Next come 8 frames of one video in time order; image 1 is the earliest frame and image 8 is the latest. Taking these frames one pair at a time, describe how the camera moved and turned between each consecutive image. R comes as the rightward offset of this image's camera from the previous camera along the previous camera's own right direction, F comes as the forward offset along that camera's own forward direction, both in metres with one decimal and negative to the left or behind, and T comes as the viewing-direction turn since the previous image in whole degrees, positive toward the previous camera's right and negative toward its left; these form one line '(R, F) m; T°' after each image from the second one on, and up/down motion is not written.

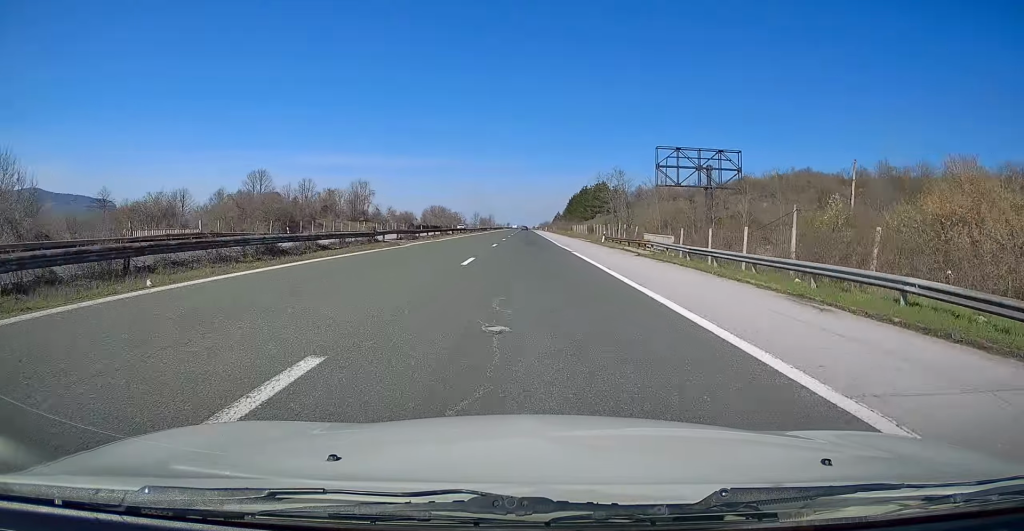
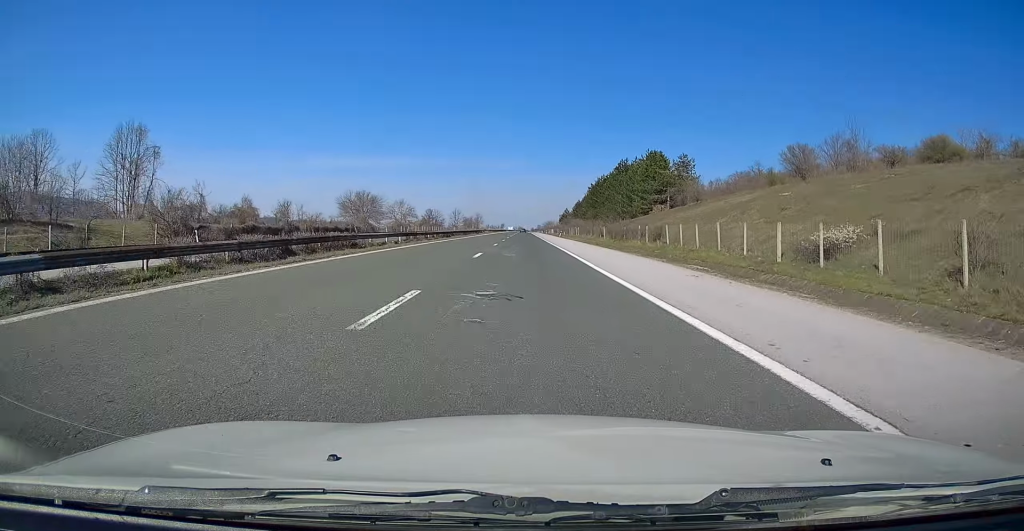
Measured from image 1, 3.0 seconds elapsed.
(+0.8, +90.5) m; 0°
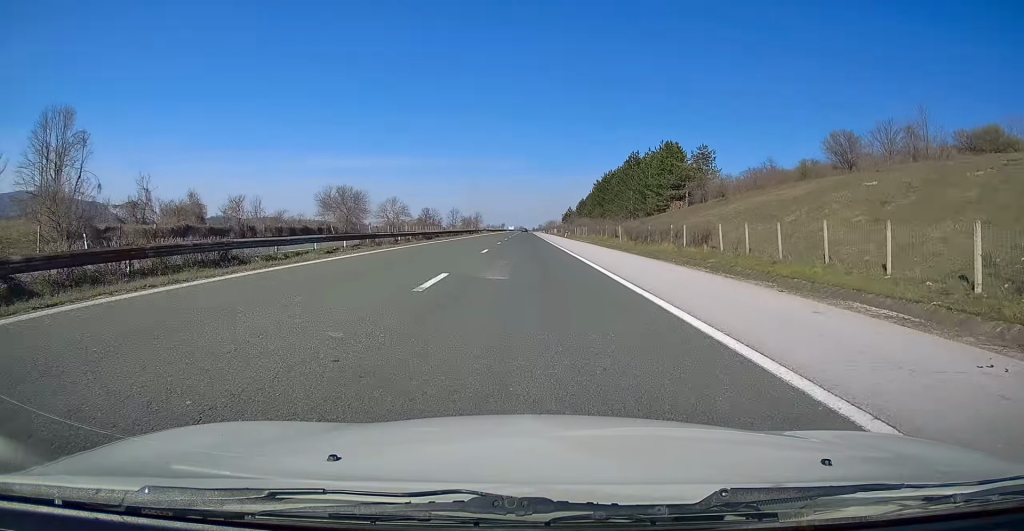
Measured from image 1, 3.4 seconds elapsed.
(0.0, +12.1) m; 0°
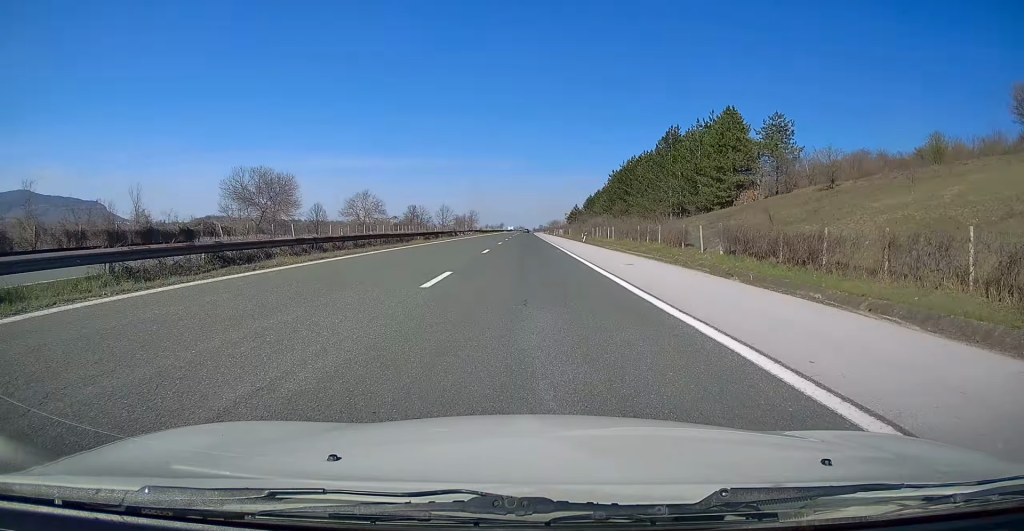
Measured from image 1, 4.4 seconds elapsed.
(-0.3, +31.2) m; 0°
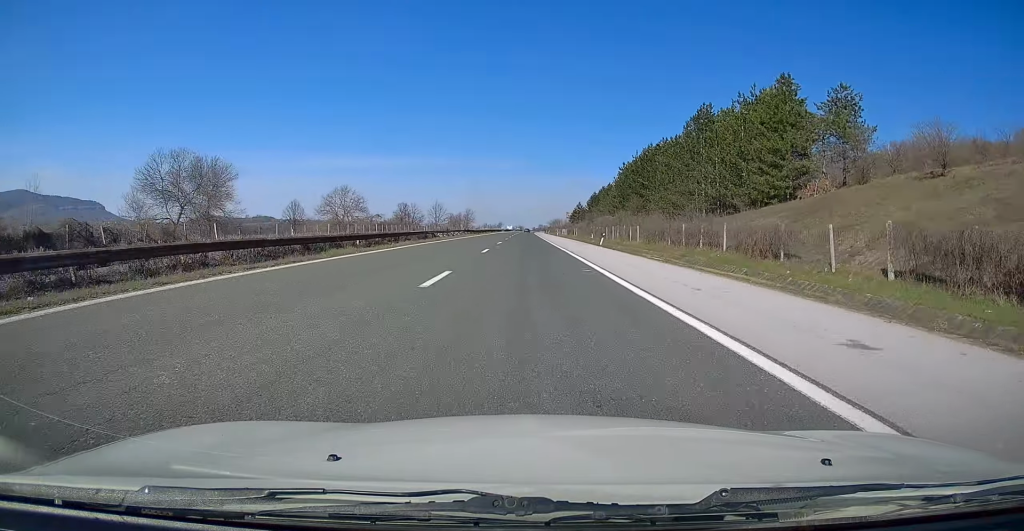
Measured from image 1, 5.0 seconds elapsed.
(0.0, +16.1) m; 0°
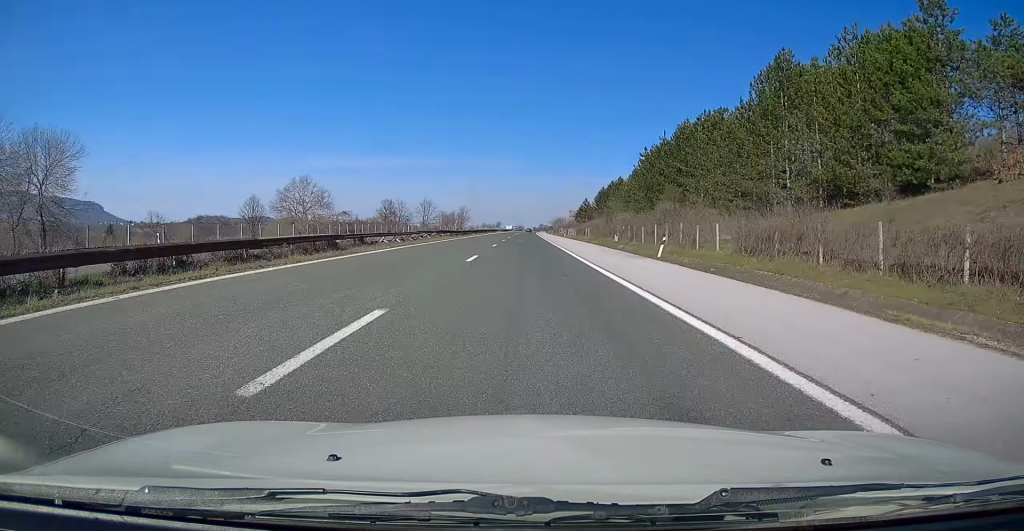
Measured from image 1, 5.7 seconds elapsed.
(+0.2, +23.2) m; +1°
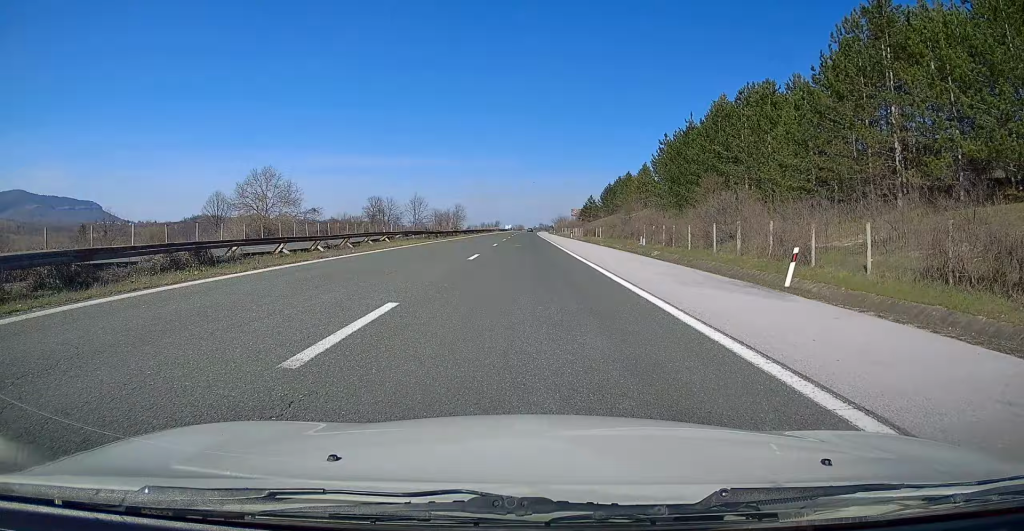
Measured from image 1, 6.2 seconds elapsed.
(0.0, +15.2) m; 0°
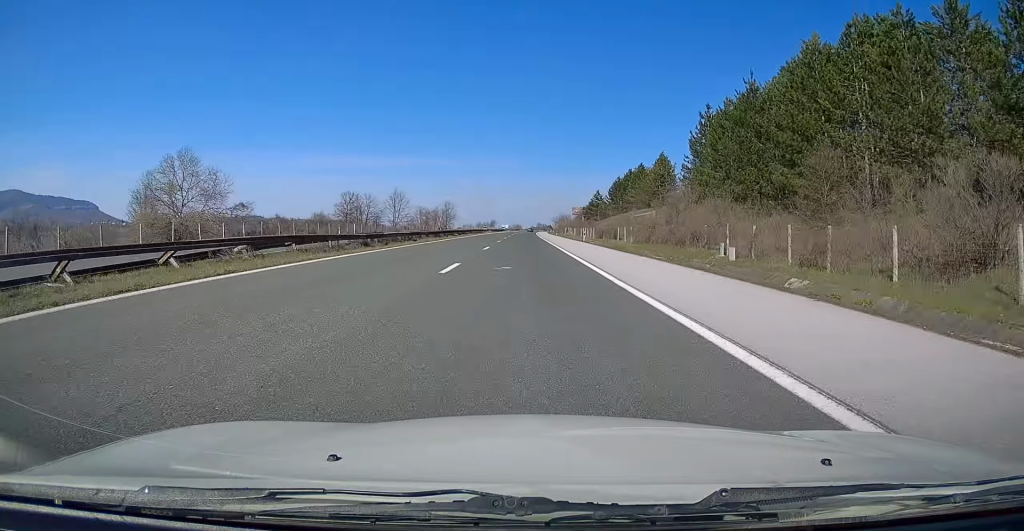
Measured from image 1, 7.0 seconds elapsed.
(-0.1, +22.3) m; 0°
